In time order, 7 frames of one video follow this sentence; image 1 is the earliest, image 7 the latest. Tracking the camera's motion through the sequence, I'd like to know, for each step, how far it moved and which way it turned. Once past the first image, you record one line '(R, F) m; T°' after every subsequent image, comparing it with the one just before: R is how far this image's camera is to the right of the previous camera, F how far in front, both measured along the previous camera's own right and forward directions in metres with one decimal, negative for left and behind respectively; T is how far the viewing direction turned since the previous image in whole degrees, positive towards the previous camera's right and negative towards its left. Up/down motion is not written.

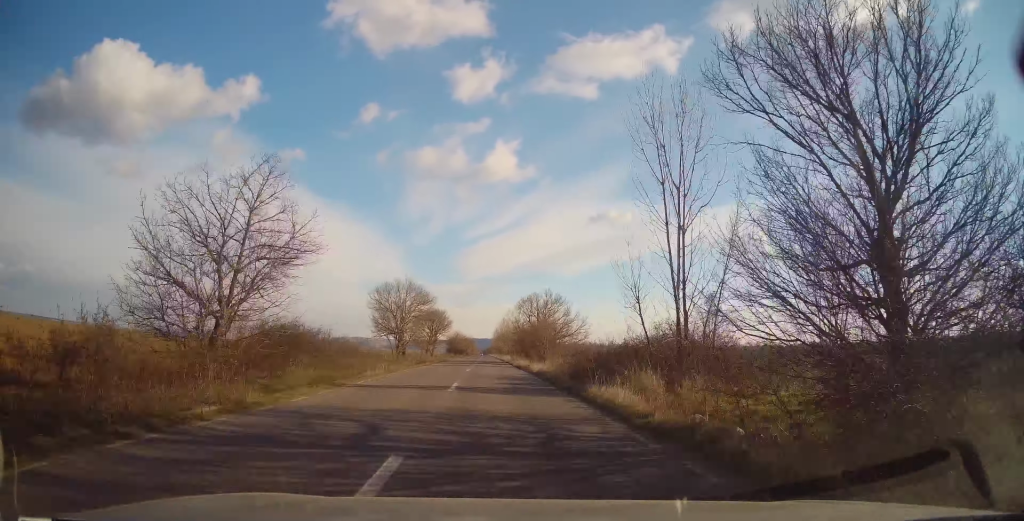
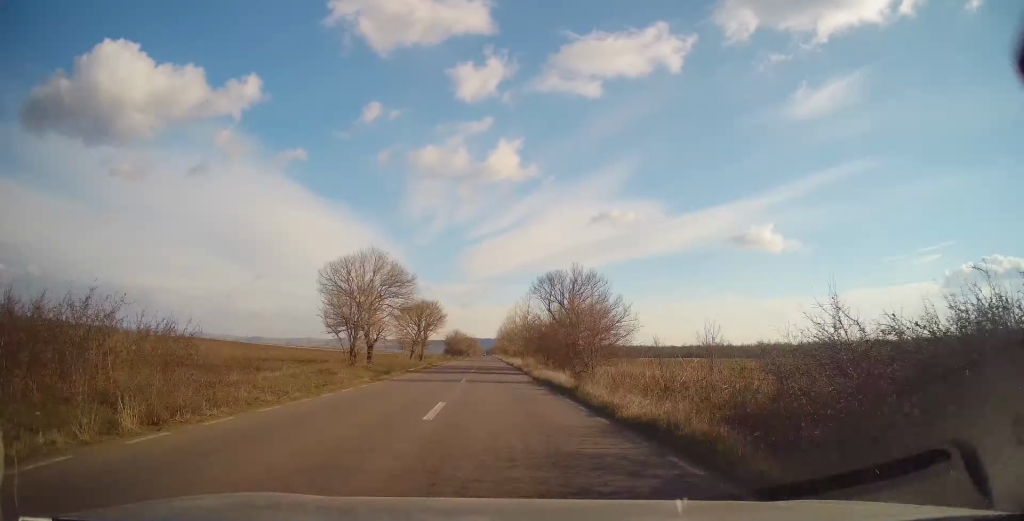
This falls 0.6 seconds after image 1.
(0.0, +17.7) m; -1°
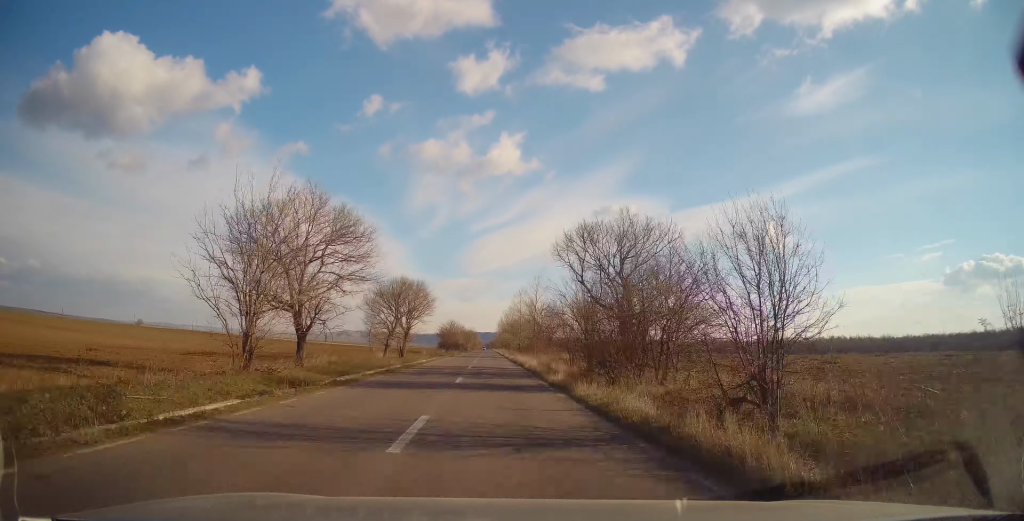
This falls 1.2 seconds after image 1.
(+0.1, +14.3) m; -1°
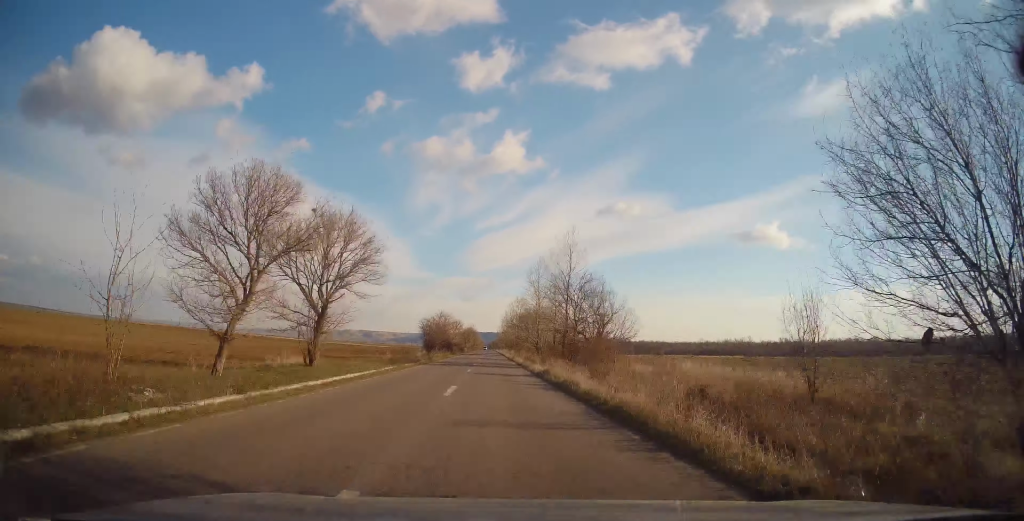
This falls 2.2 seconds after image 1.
(-0.4, +29.3) m; 0°
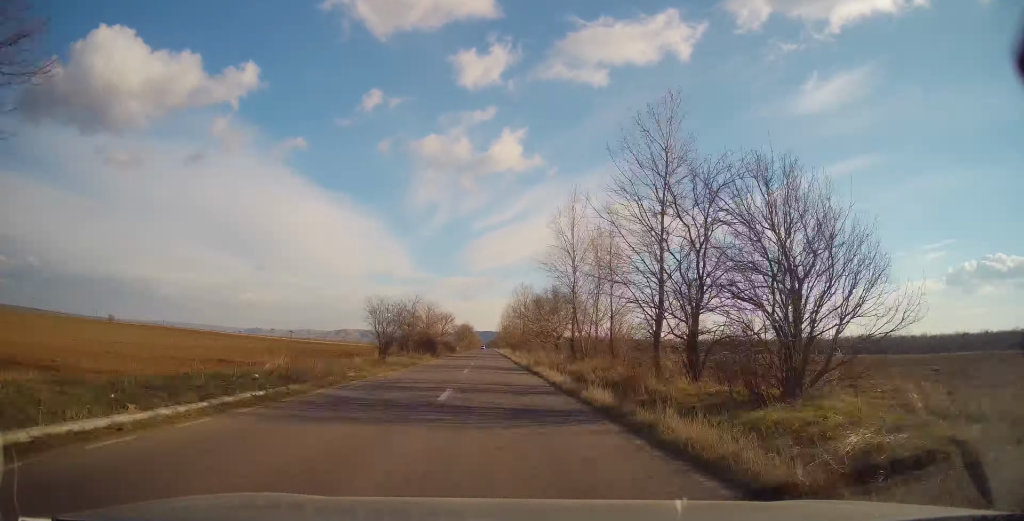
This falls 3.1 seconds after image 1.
(+0.6, +24.4) m; +1°
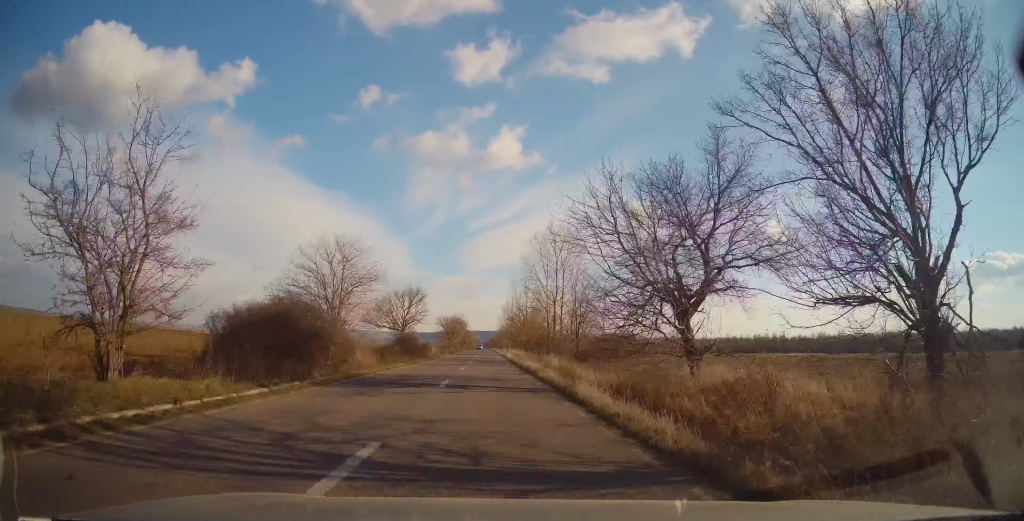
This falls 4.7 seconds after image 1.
(-0.7, +44.3) m; -1°
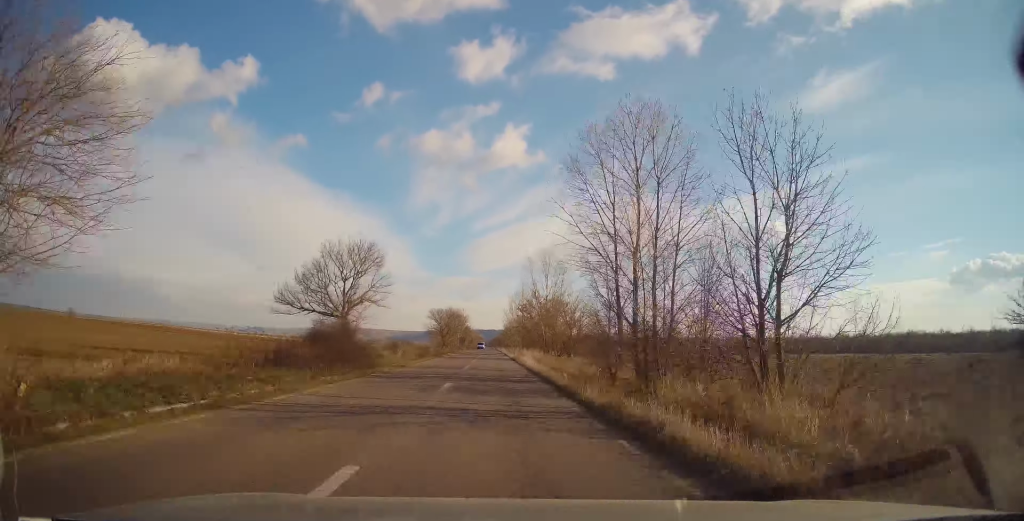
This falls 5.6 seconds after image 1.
(0.0, +25.3) m; 0°
